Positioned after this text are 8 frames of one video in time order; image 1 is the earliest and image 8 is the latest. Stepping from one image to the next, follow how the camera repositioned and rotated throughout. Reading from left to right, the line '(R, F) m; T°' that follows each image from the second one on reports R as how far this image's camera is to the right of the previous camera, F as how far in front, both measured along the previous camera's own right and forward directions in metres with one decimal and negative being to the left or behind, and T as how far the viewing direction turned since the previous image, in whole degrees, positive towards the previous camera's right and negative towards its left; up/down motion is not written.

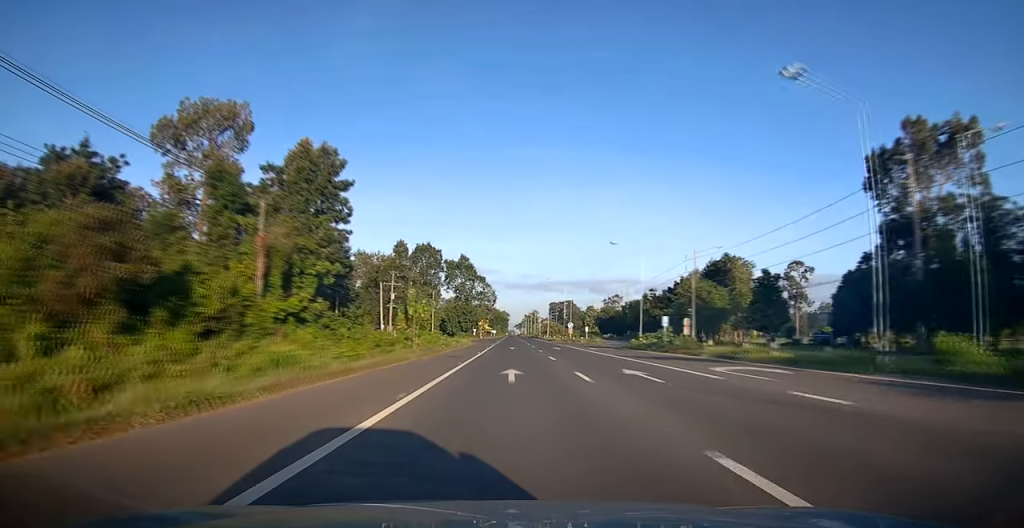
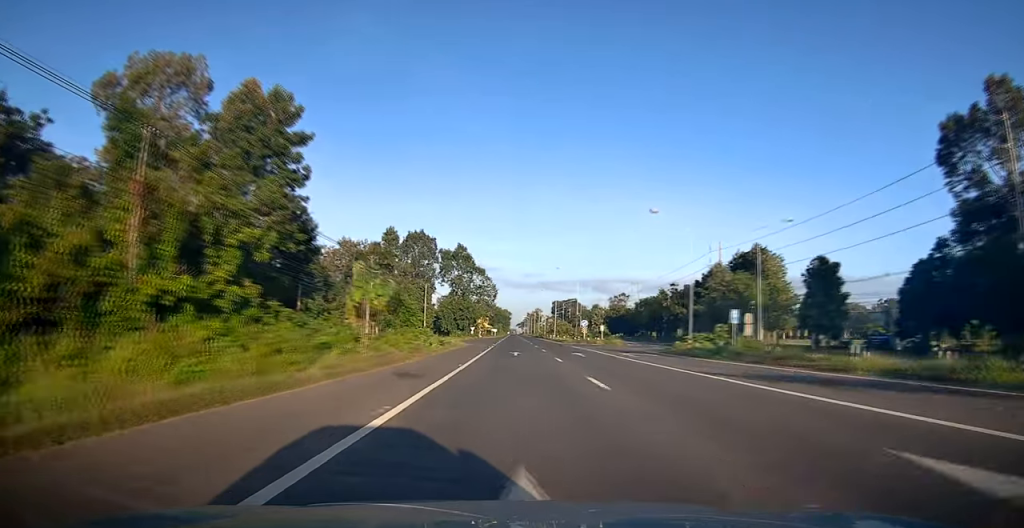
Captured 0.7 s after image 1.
(0.0, +13.7) m; 0°
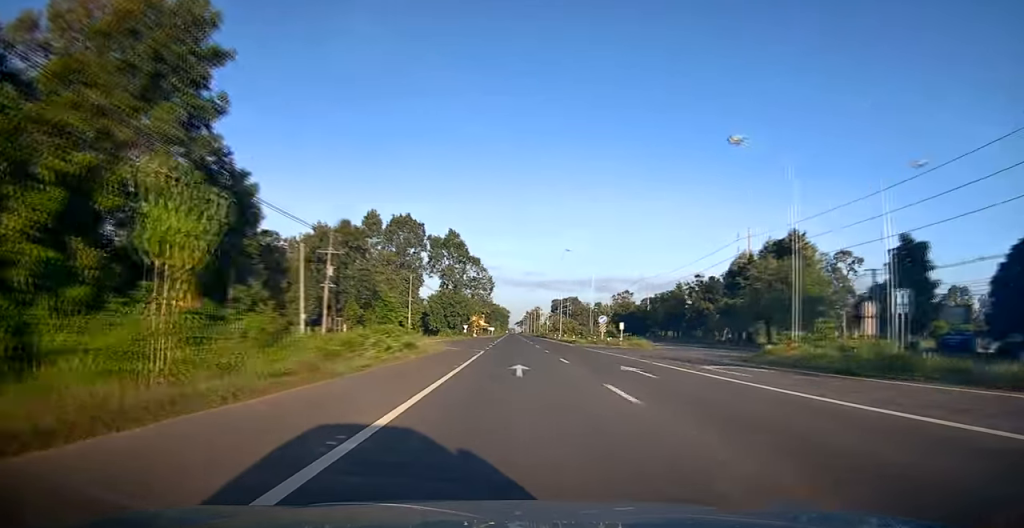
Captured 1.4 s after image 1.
(0.0, +14.6) m; 0°
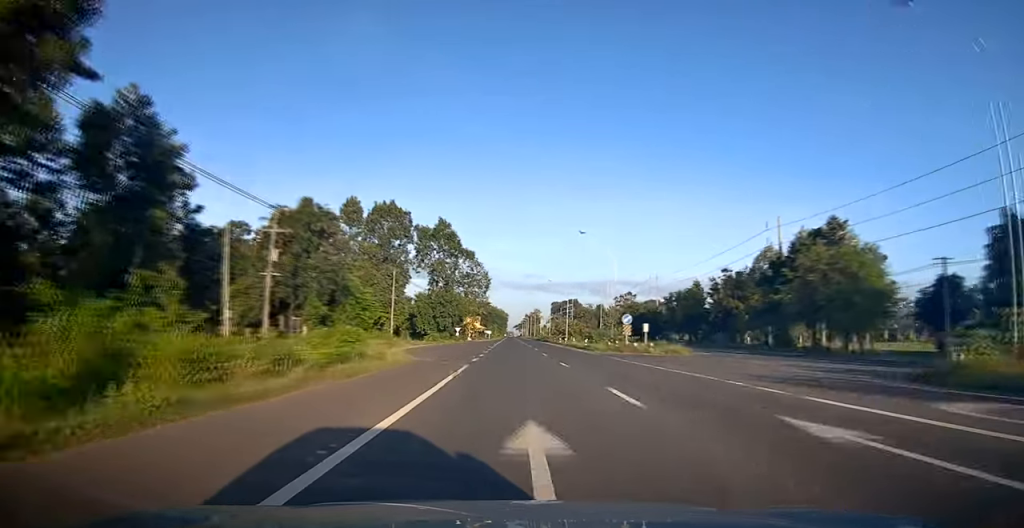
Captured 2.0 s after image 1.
(0.0, +12.2) m; 0°
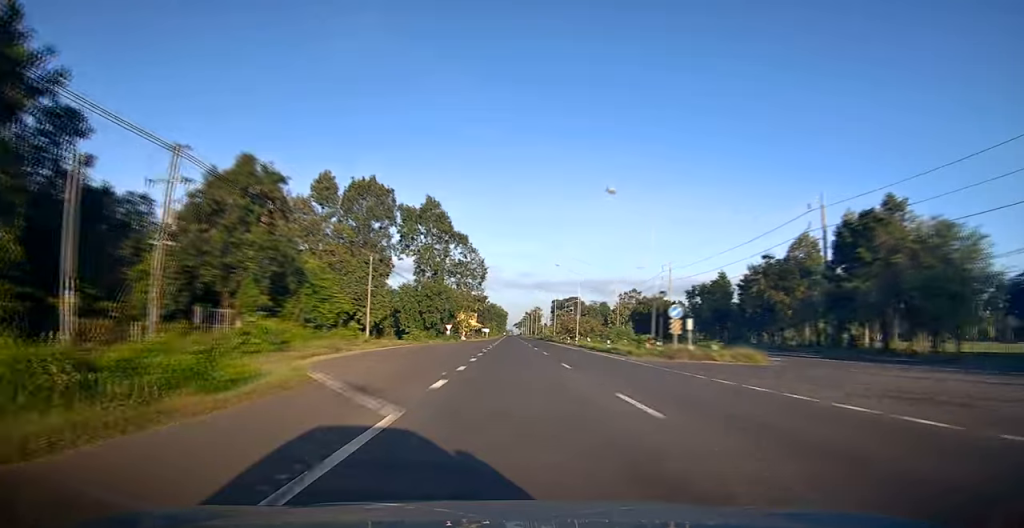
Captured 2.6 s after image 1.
(+0.1, +13.1) m; 0°
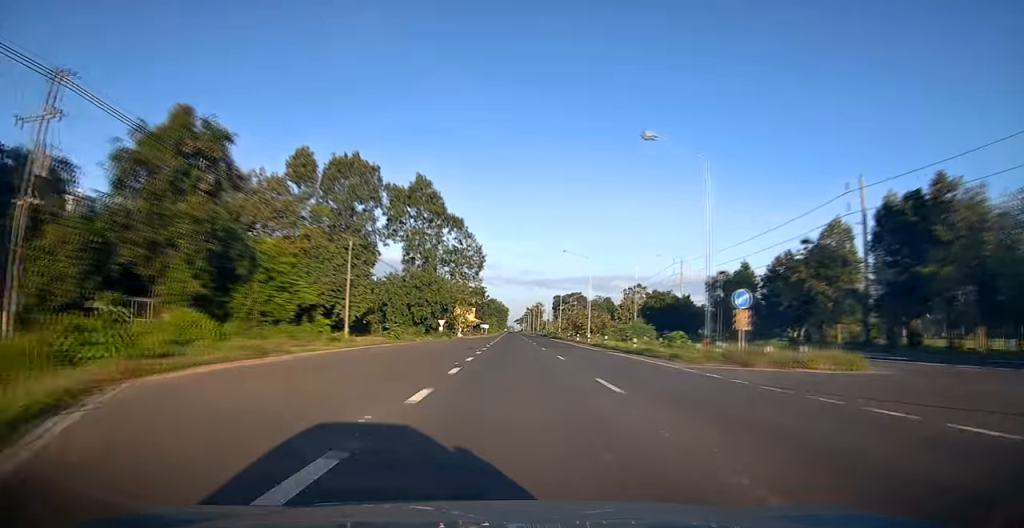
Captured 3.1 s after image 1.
(0.0, +9.0) m; 0°
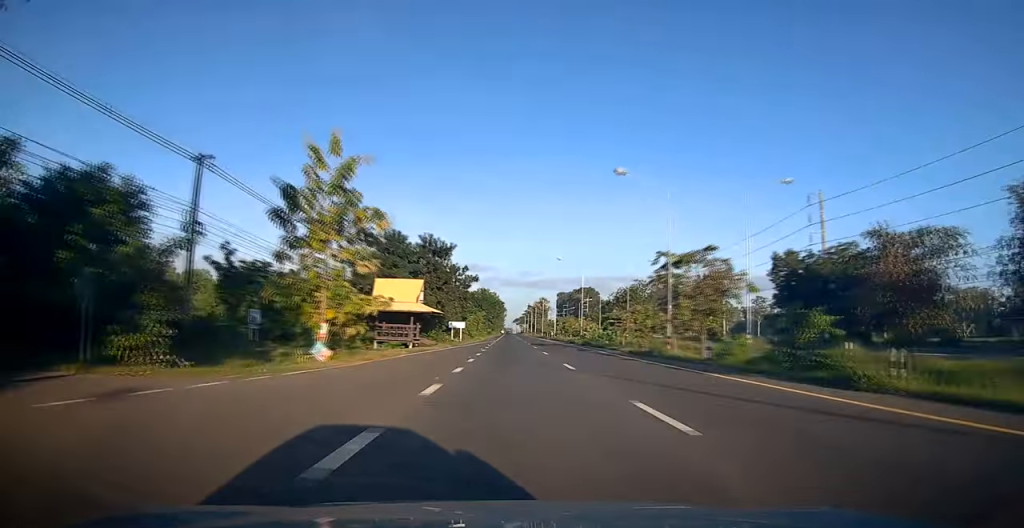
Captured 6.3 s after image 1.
(-0.2, +65.3) m; 0°
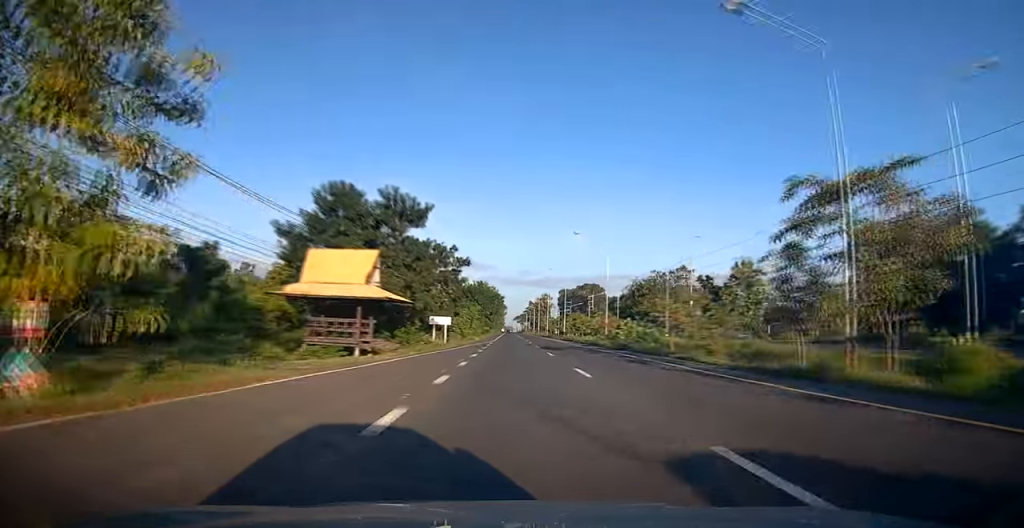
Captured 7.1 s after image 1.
(-0.1, +16.2) m; 0°
